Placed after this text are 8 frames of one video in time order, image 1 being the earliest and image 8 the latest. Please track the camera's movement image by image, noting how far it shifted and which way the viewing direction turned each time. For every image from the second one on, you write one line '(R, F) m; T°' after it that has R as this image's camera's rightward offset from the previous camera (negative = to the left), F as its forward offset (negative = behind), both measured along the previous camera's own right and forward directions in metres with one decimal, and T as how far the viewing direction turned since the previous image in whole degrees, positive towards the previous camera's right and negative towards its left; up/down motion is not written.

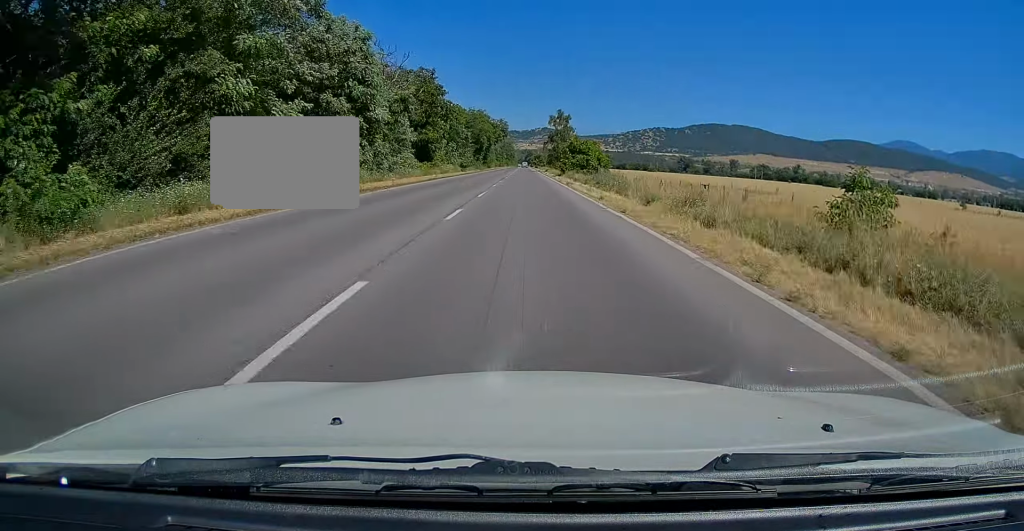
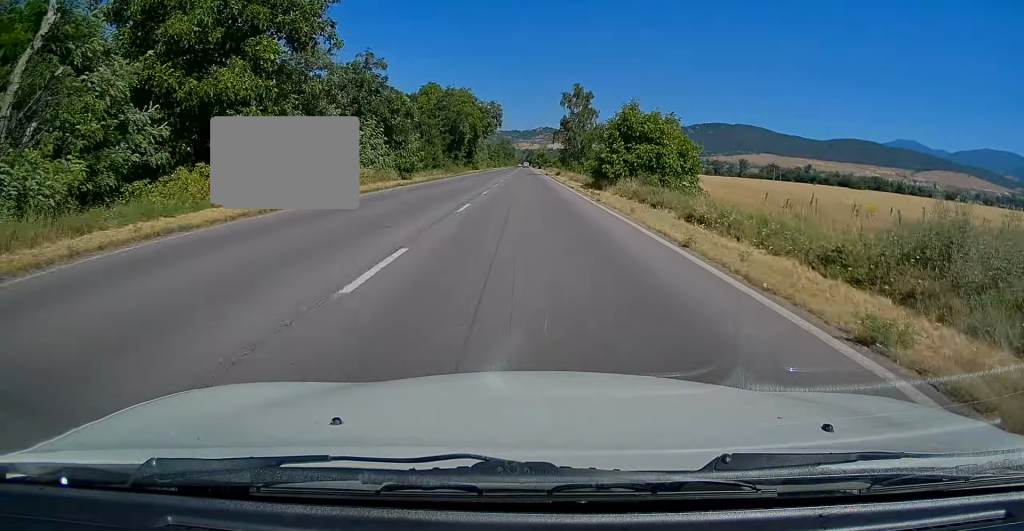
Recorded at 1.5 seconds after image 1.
(0.0, +36.9) m; 0°
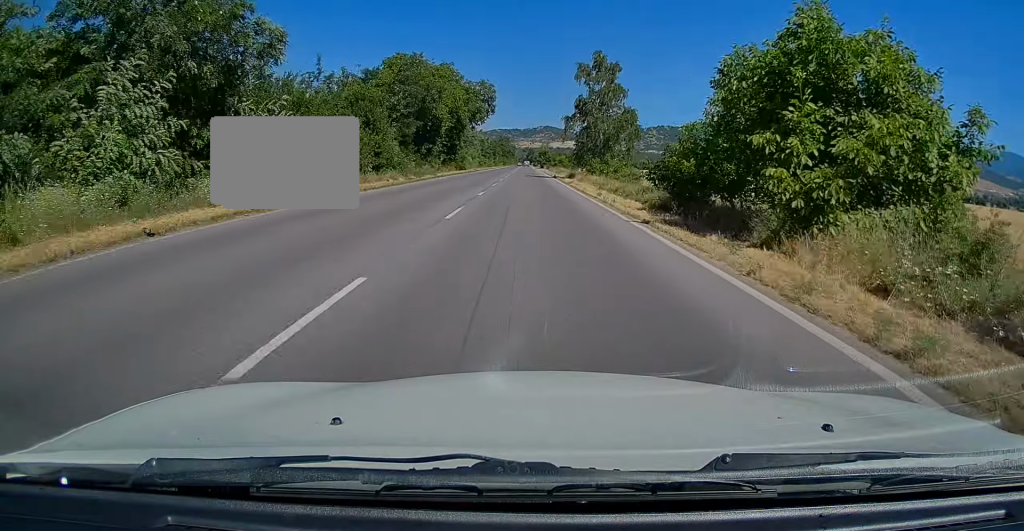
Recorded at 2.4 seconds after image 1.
(0.0, +22.0) m; -1°
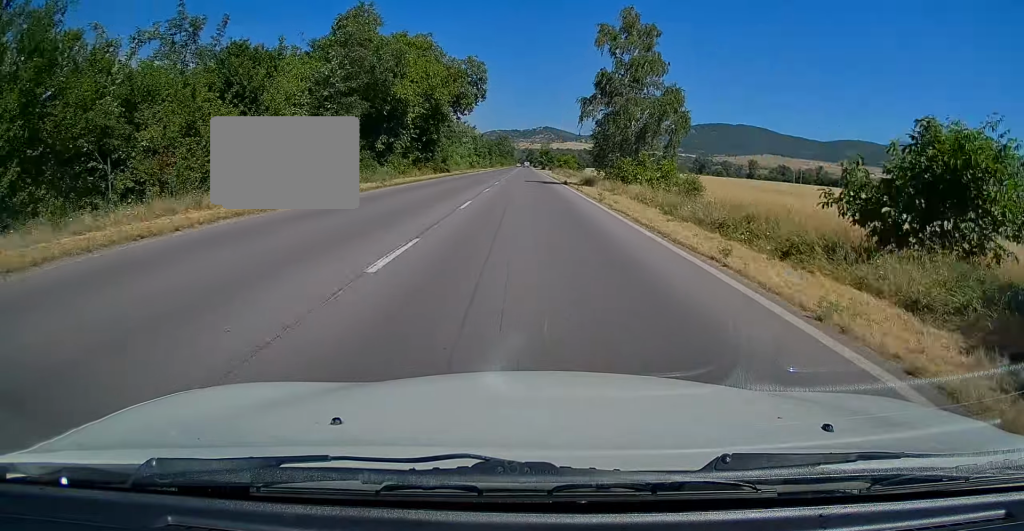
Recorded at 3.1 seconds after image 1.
(-0.1, +16.3) m; 0°
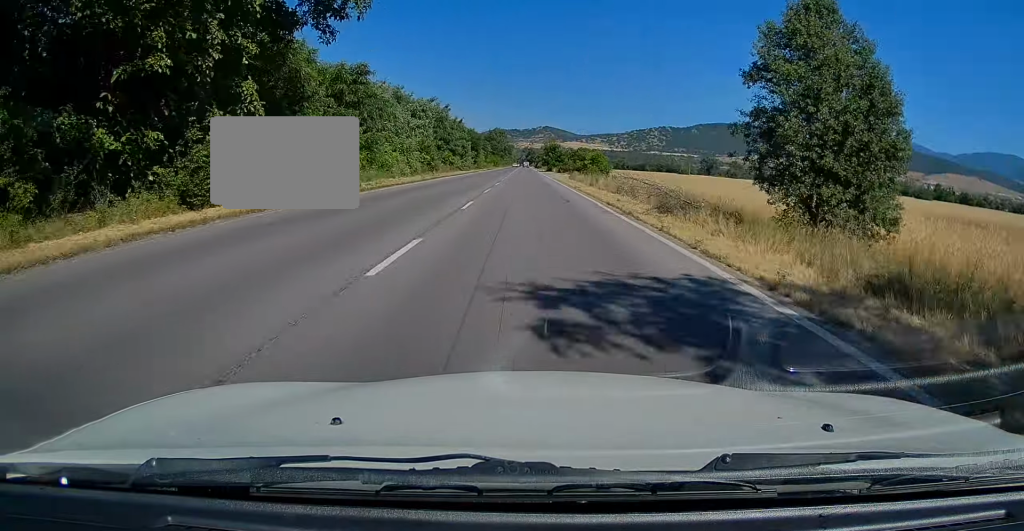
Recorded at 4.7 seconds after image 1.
(+0.3, +39.6) m; +1°
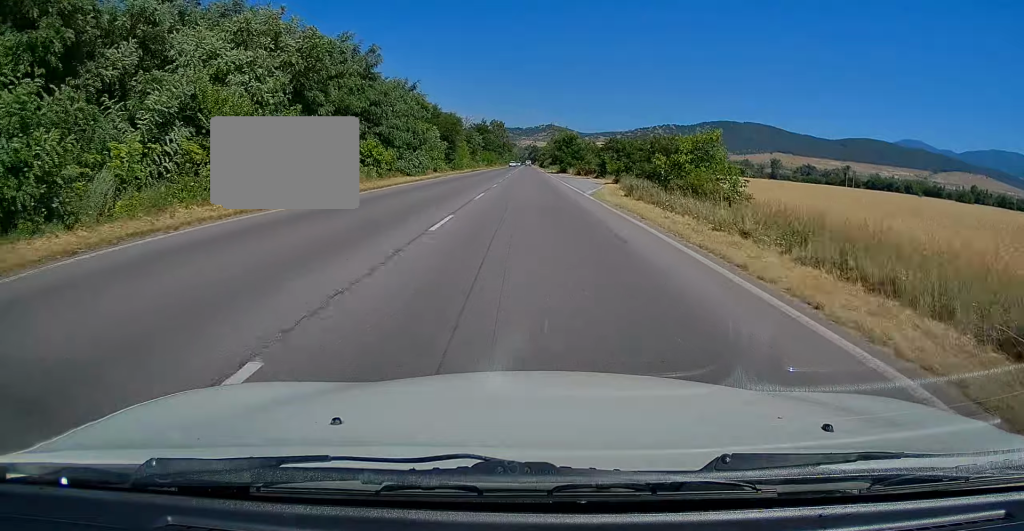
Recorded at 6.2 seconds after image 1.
(-0.2, +35.3) m; -1°
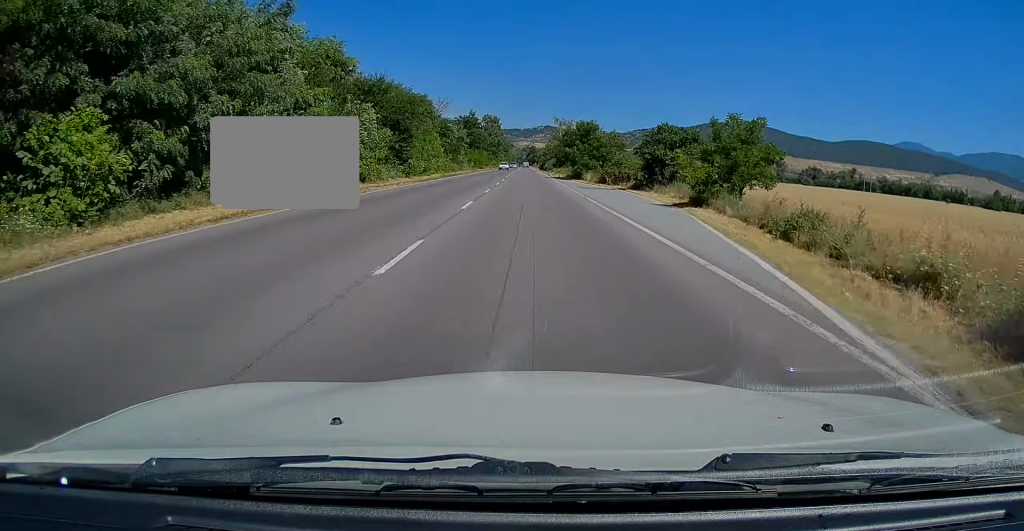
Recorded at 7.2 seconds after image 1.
(-0.2, +23.9) m; 0°
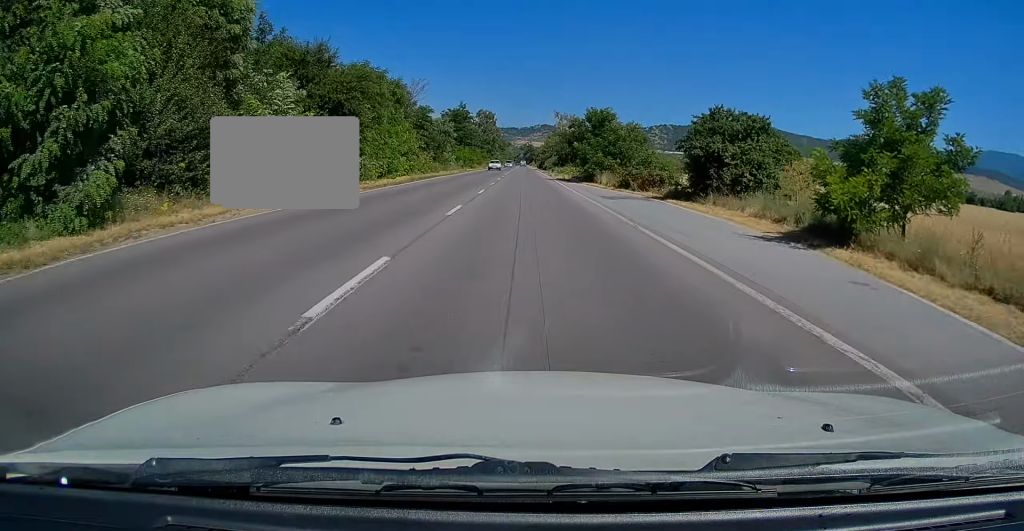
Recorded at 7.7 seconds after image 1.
(-0.1, +11.9) m; 0°
